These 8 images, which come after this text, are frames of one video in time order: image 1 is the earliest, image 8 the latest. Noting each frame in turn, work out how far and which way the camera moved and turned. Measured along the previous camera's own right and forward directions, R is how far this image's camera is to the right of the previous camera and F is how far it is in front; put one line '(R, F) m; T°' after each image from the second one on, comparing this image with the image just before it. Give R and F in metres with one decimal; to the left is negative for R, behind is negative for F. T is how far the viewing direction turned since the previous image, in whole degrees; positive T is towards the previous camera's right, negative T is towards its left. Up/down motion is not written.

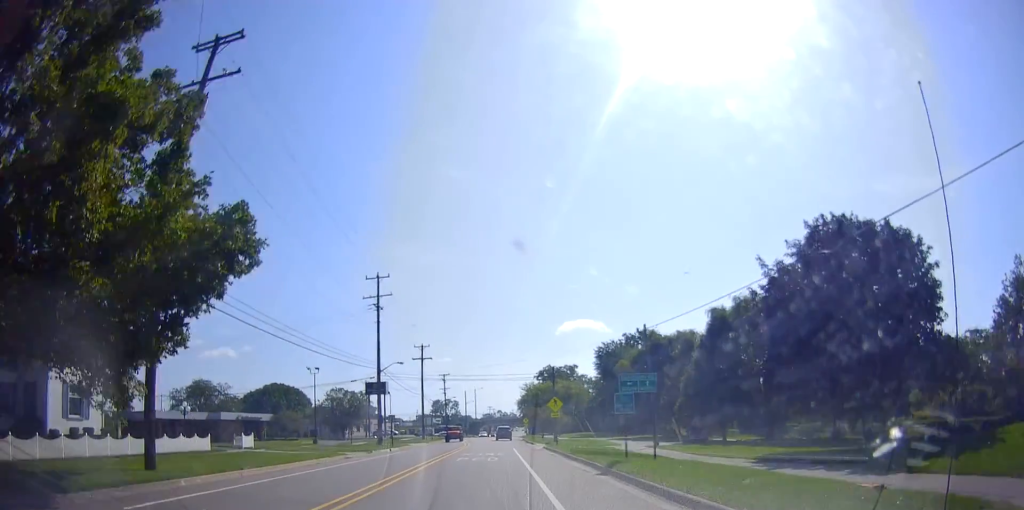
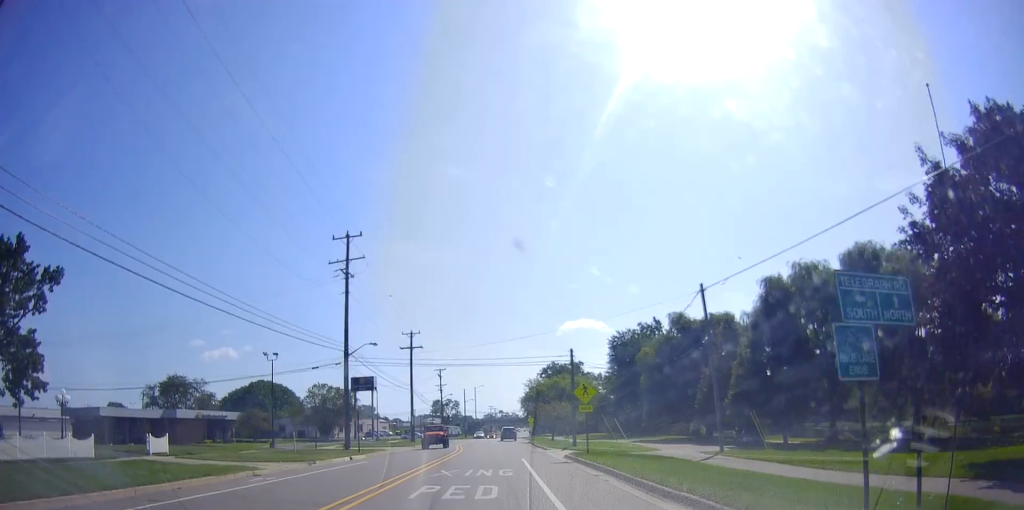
(-0.1, +12.5) m; +1°
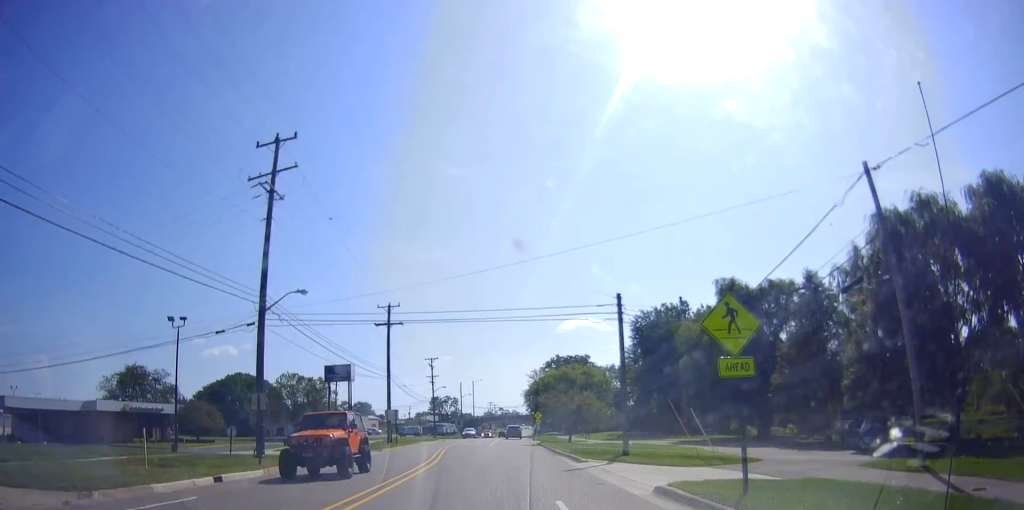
(+0.5, +16.0) m; -1°
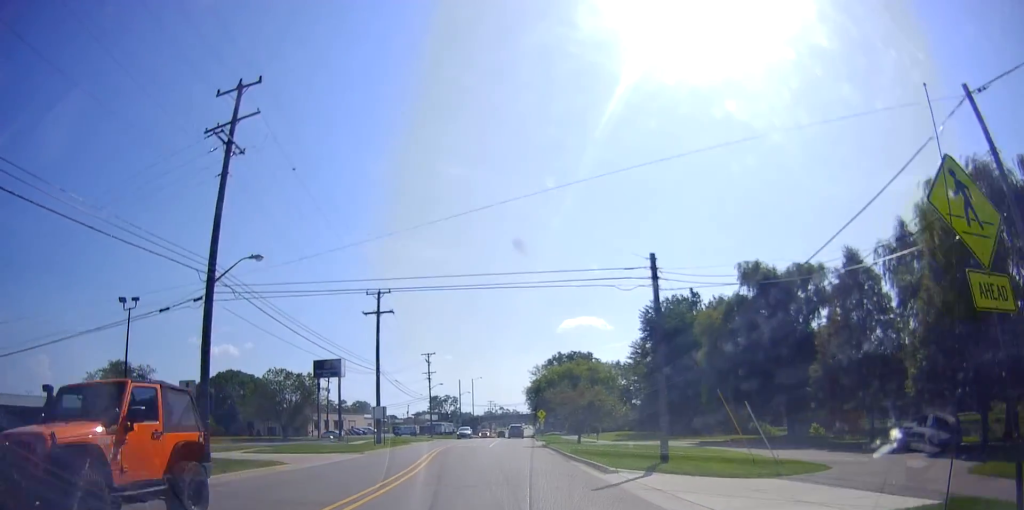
(0.0, +5.5) m; -1°
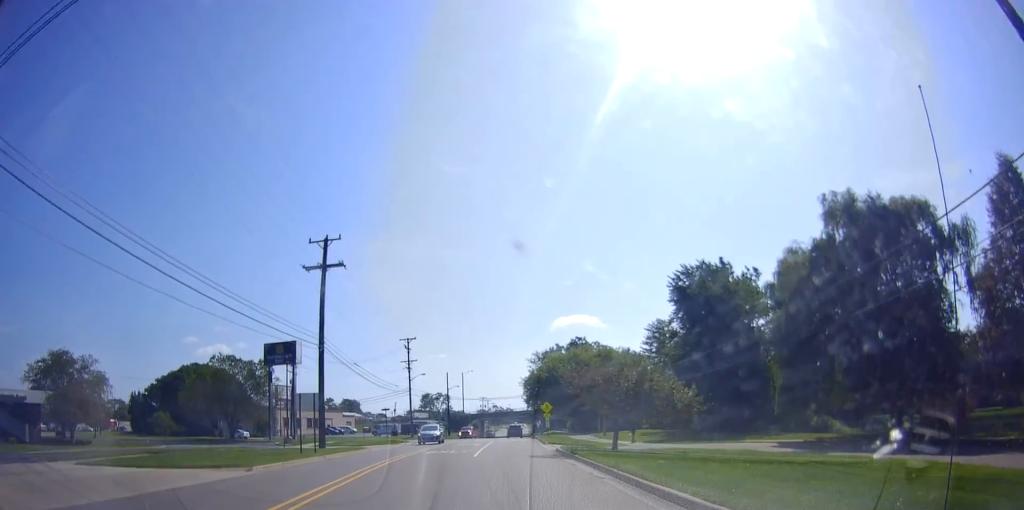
(-0.7, +16.0) m; 0°
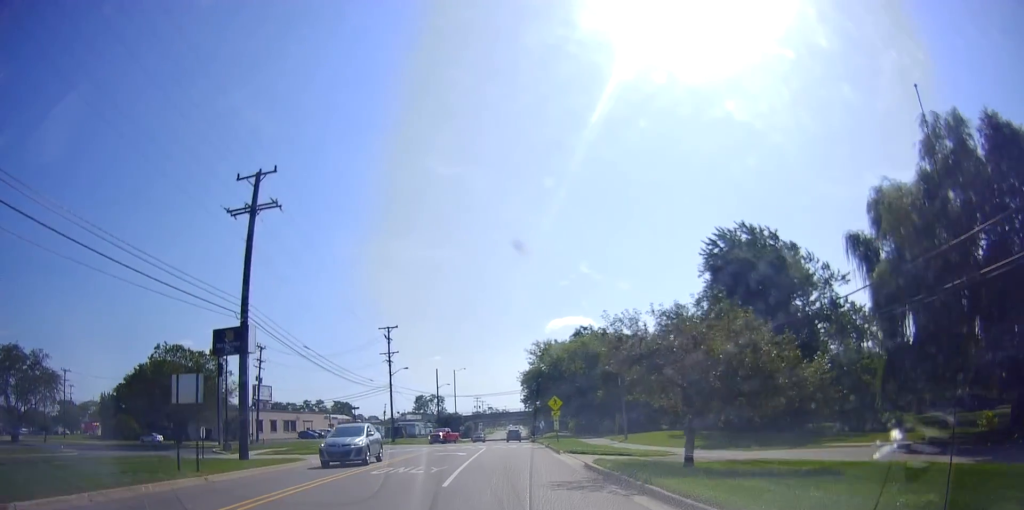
(+0.4, +12.5) m; +3°
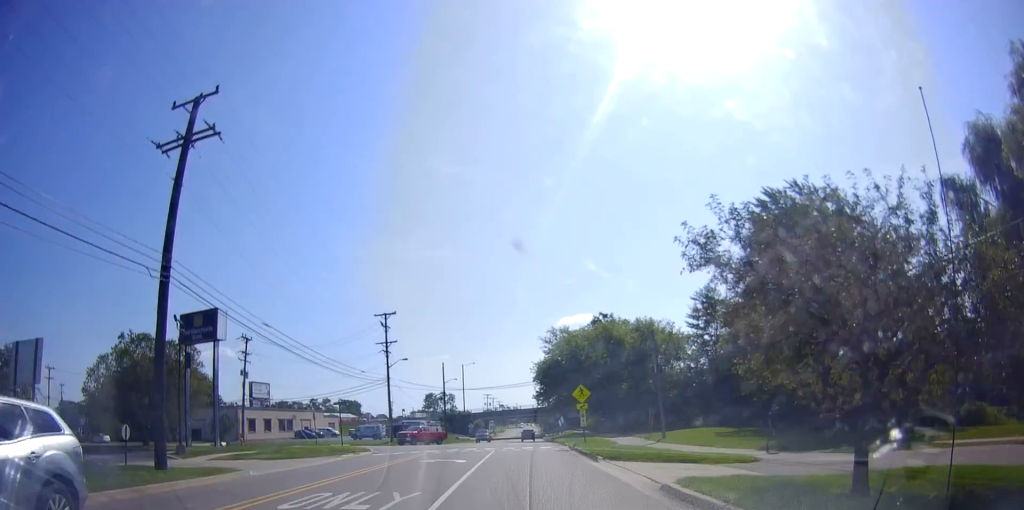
(+0.1, +9.2) m; 0°
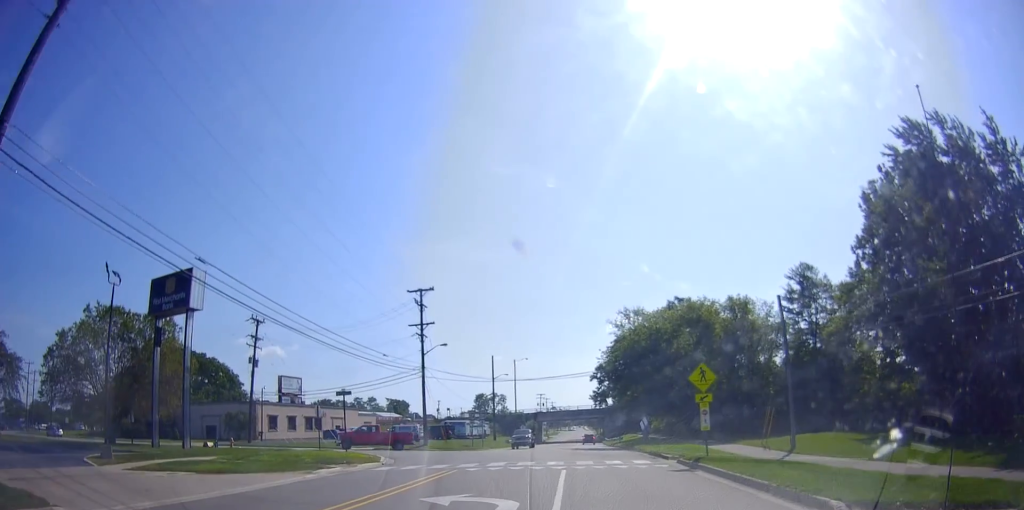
(-0.3, +12.9) m; -6°
